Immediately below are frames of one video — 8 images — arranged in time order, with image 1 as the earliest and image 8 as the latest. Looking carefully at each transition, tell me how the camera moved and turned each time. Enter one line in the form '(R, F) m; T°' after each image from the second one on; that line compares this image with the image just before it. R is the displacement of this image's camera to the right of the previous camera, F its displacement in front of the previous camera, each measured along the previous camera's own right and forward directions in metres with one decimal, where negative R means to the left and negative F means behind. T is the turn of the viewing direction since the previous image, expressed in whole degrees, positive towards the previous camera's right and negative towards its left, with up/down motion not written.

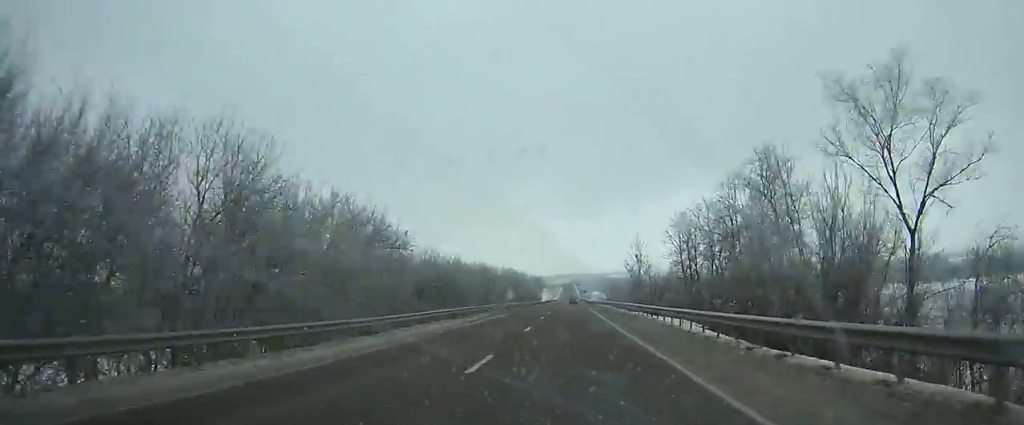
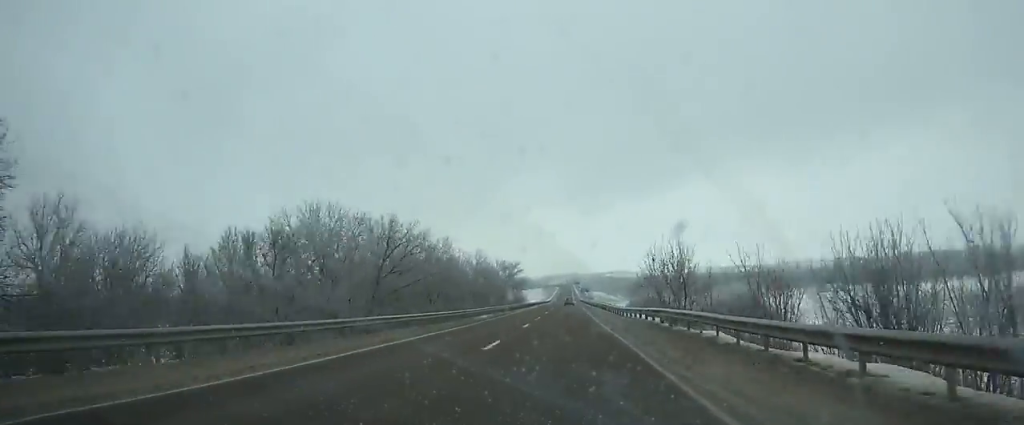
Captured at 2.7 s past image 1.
(0.0, +67.7) m; 0°
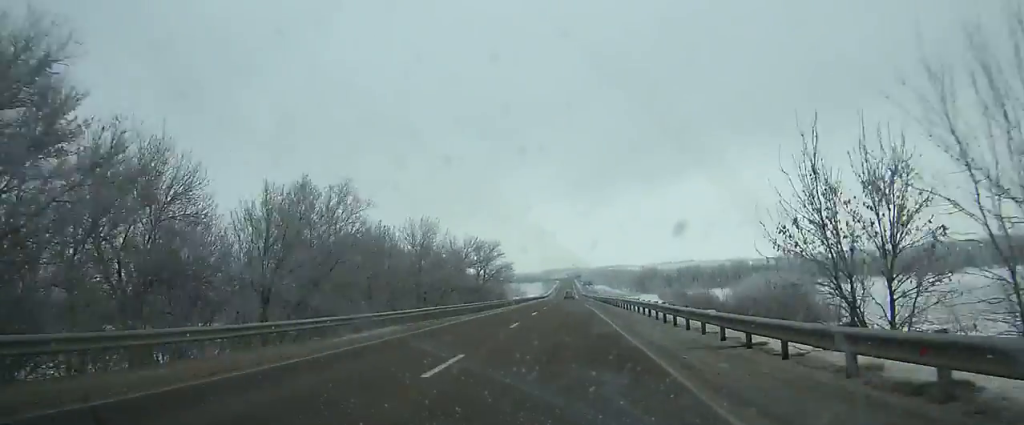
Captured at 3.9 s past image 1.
(+0.1, +30.0) m; 0°
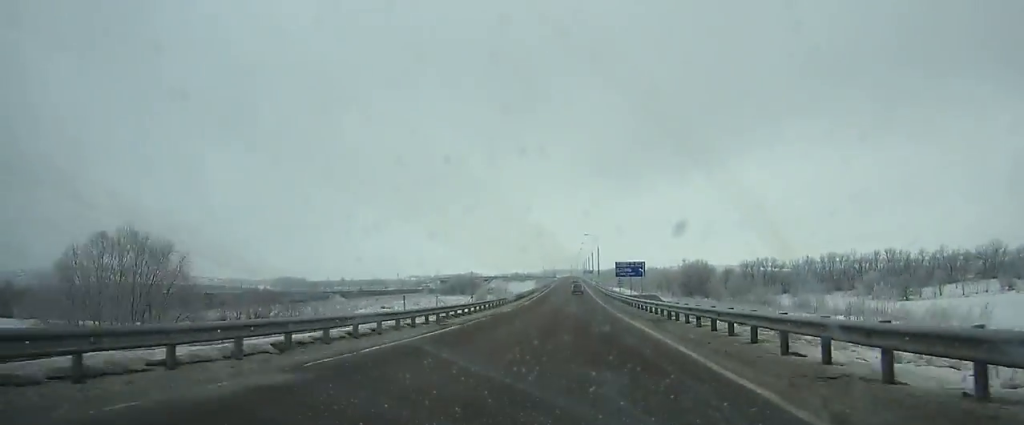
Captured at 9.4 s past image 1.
(-0.5, +134.4) m; 0°
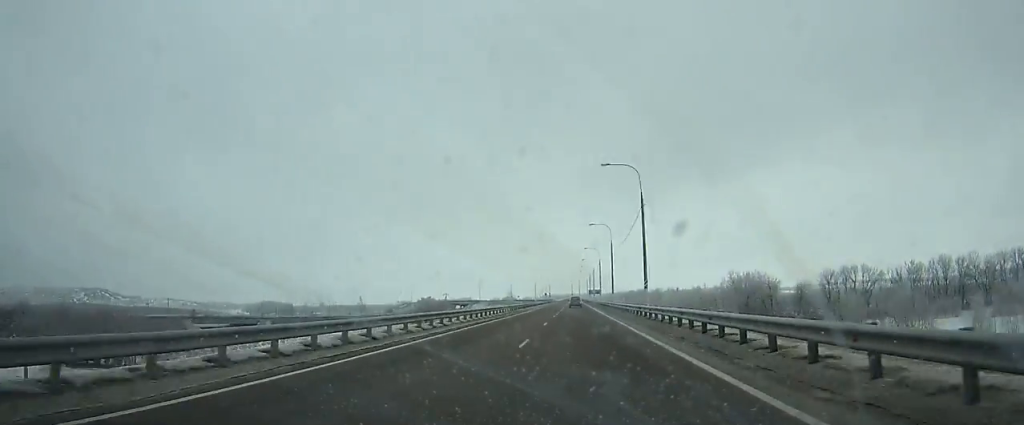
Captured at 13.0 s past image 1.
(+0.2, +85.8) m; 0°
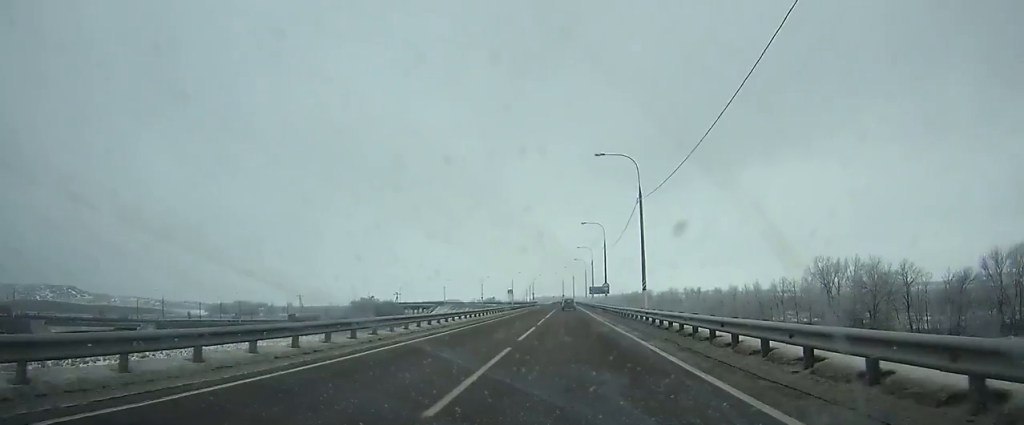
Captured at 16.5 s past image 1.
(+0.1, +78.8) m; 0°
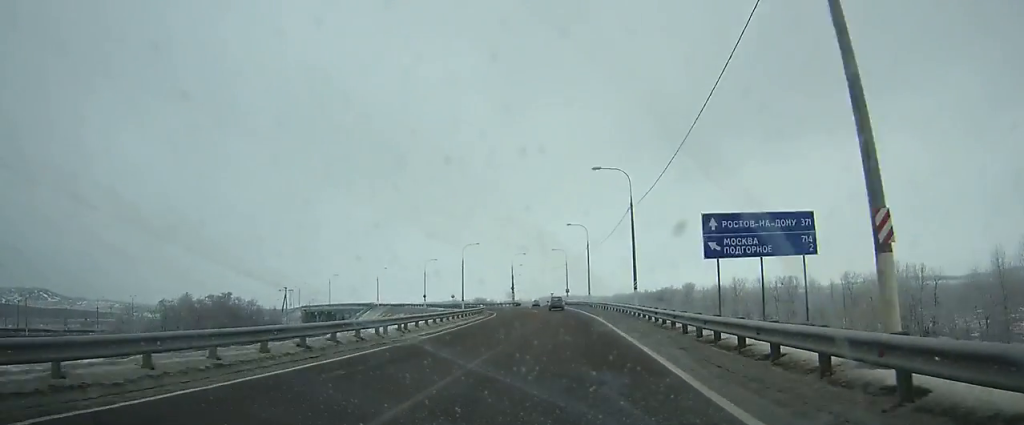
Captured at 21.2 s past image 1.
(-1.0, +102.9) m; -3°
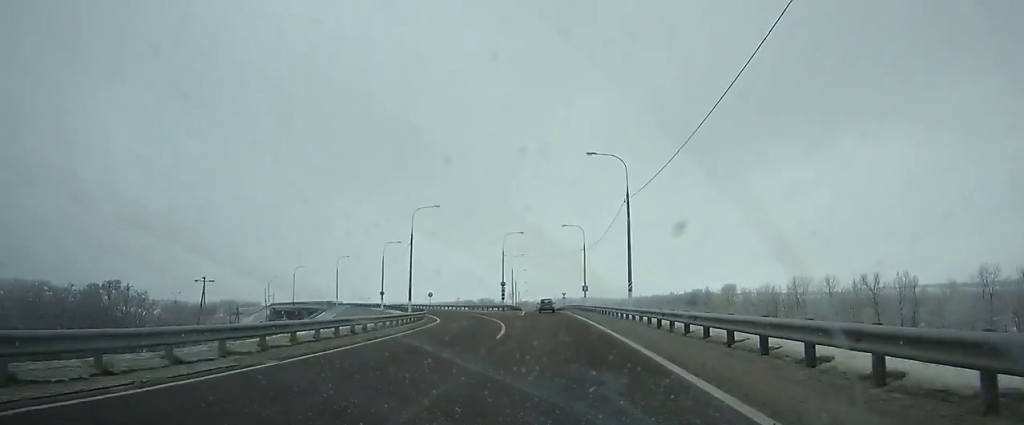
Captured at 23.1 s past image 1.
(-0.6, +39.2) m; -2°
